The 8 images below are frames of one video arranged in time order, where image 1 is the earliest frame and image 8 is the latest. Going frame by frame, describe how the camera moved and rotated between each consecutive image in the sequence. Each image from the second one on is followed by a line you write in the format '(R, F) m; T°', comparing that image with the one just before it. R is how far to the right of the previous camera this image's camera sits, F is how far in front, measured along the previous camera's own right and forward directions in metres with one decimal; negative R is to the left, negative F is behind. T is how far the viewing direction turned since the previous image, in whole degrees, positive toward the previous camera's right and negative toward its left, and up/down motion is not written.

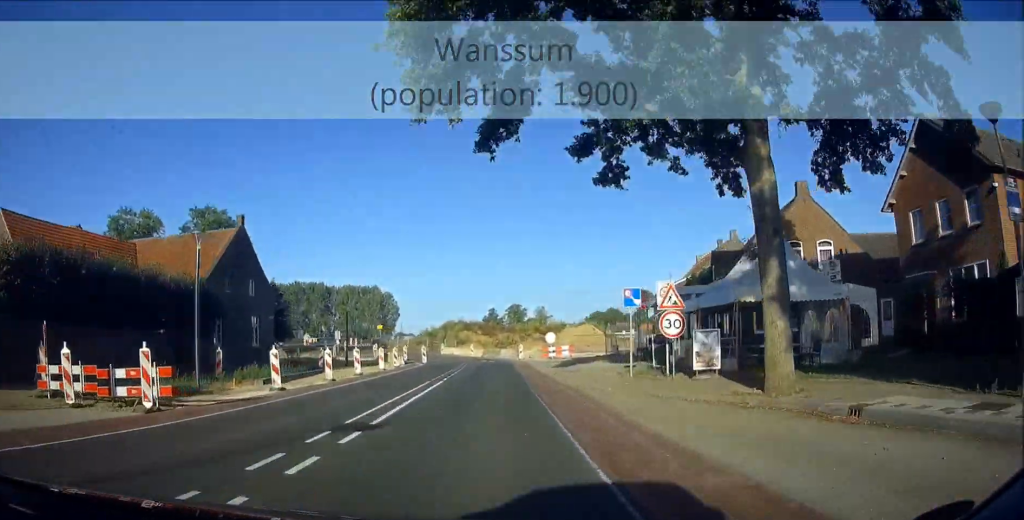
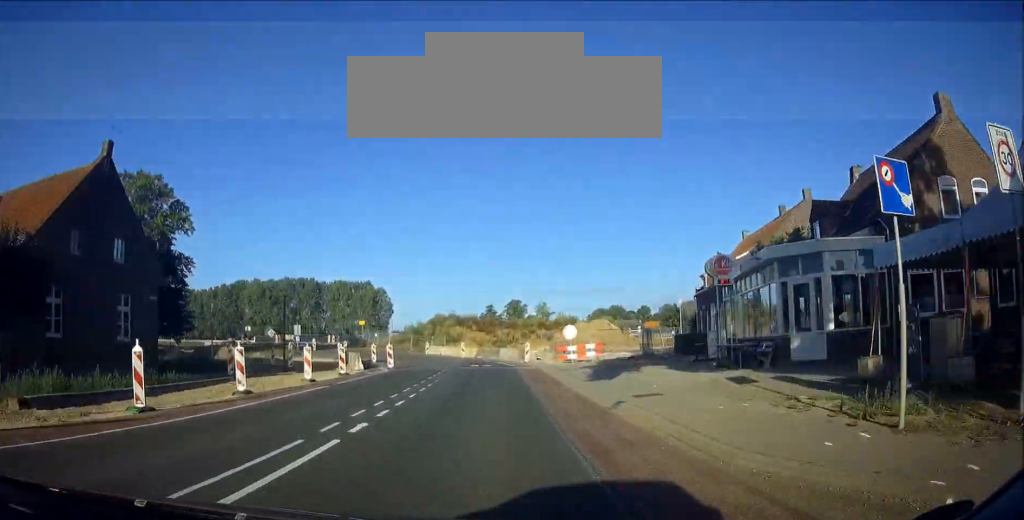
(+0.2, +14.5) m; -1°
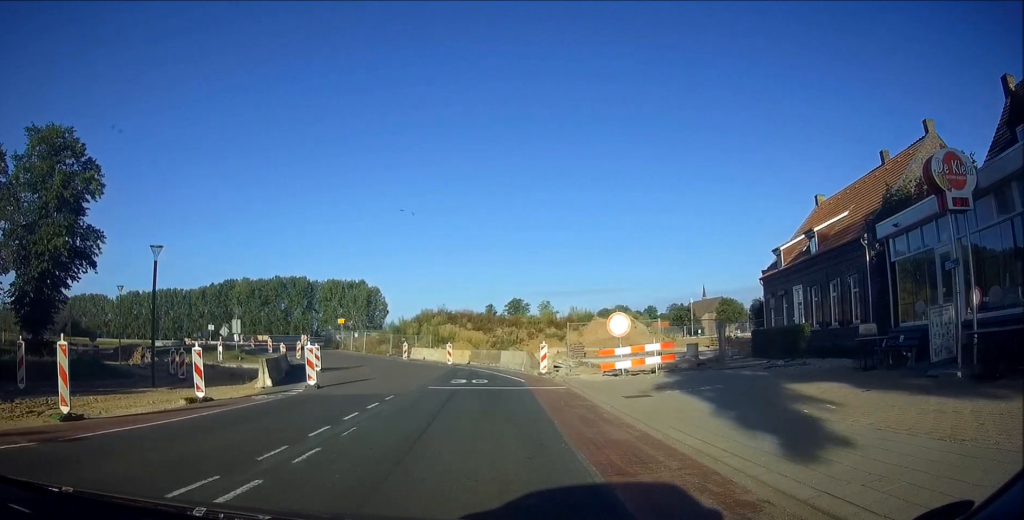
(-0.4, +14.6) m; -5°
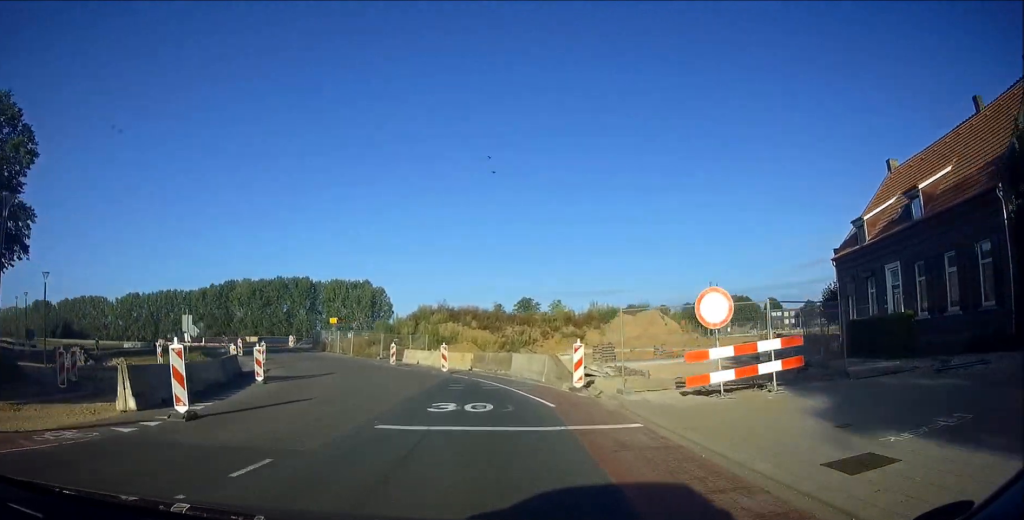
(+0.3, +9.4) m; -3°
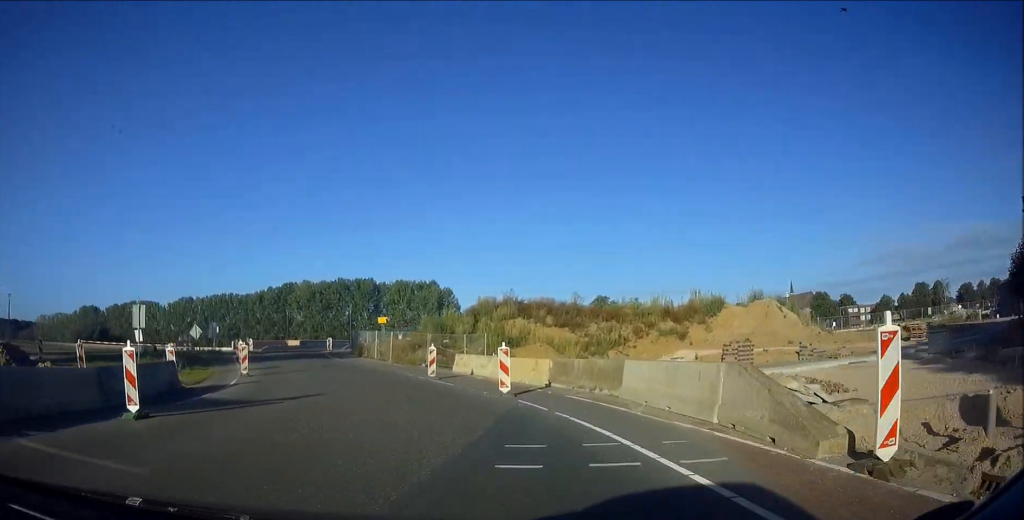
(-1.3, +12.2) m; -8°
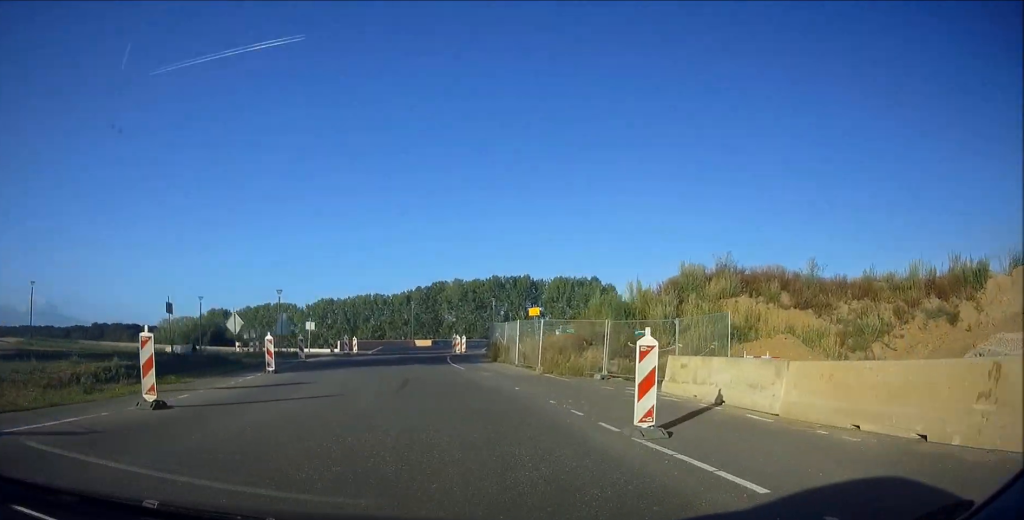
(-1.6, +16.6) m; -9°
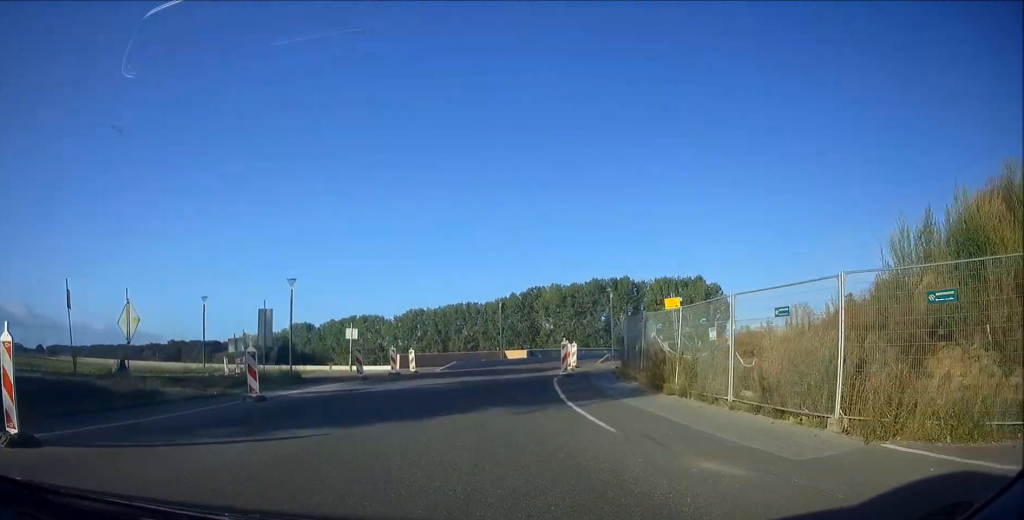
(-1.2, +16.7) m; -3°
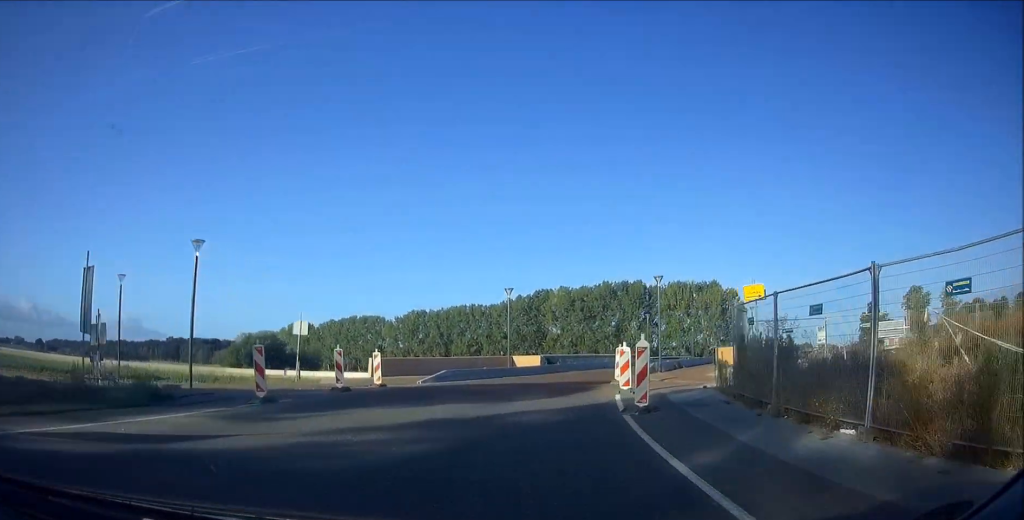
(-0.6, +11.3) m; +3°
